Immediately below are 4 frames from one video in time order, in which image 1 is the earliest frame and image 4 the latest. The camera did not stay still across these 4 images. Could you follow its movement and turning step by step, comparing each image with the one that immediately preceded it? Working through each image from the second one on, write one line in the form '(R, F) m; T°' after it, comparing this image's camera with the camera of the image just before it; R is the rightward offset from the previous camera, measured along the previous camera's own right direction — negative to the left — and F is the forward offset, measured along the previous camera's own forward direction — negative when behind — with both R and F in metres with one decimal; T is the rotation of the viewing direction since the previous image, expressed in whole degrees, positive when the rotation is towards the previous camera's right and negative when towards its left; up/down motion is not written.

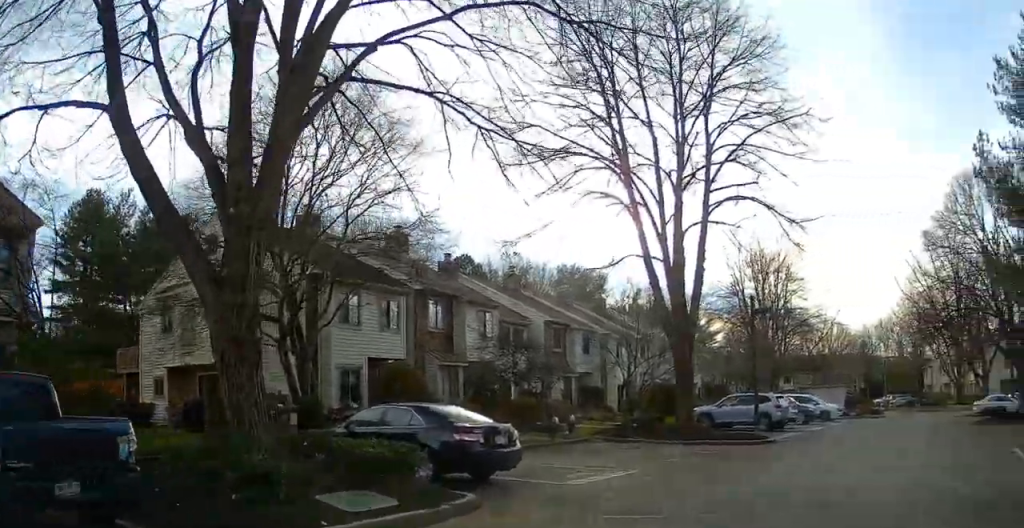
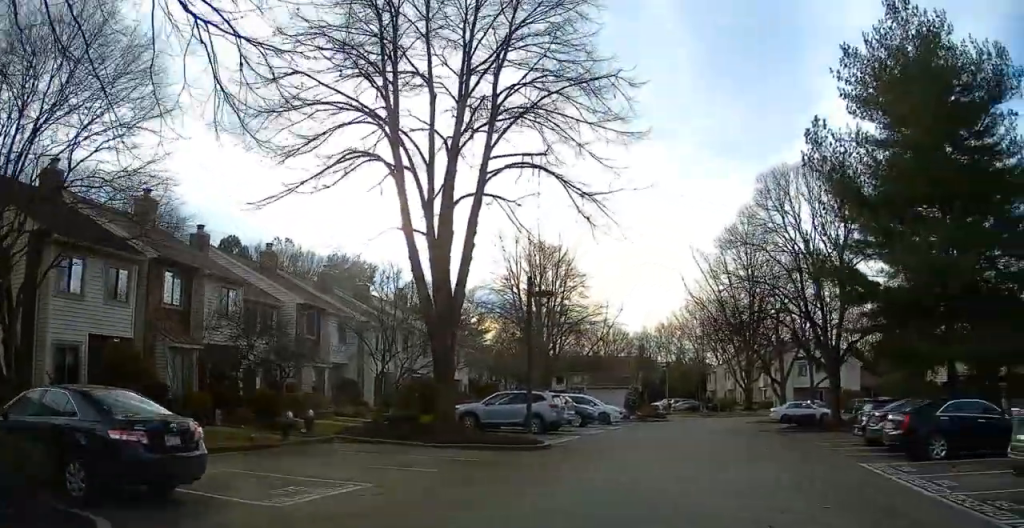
(+0.5, +3.6) m; +15°
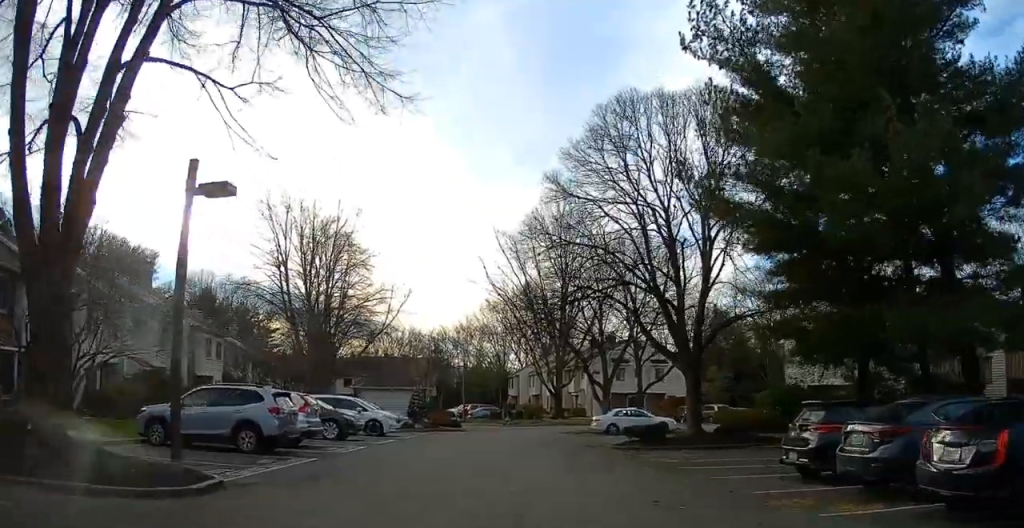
(+2.3, +9.6) m; +19°
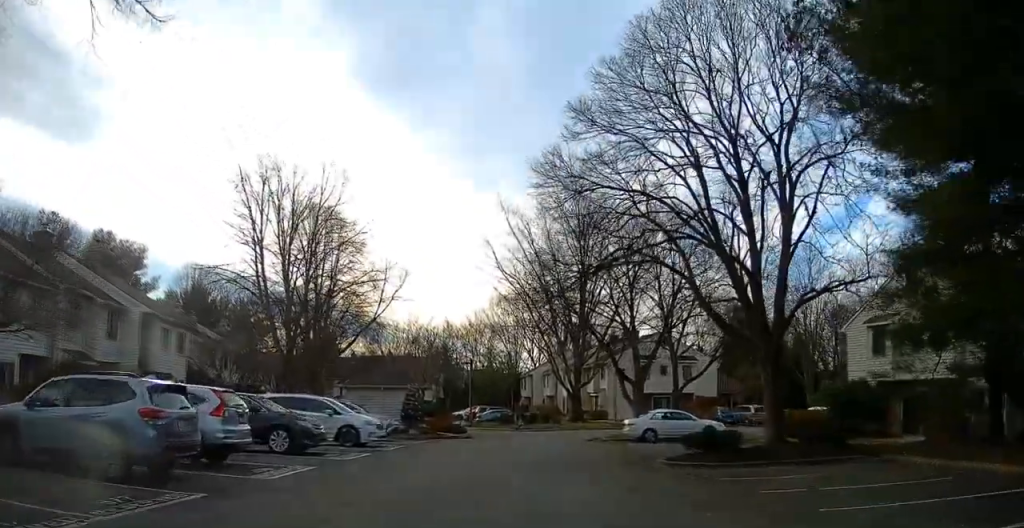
(+0.3, +6.9) m; +4°
